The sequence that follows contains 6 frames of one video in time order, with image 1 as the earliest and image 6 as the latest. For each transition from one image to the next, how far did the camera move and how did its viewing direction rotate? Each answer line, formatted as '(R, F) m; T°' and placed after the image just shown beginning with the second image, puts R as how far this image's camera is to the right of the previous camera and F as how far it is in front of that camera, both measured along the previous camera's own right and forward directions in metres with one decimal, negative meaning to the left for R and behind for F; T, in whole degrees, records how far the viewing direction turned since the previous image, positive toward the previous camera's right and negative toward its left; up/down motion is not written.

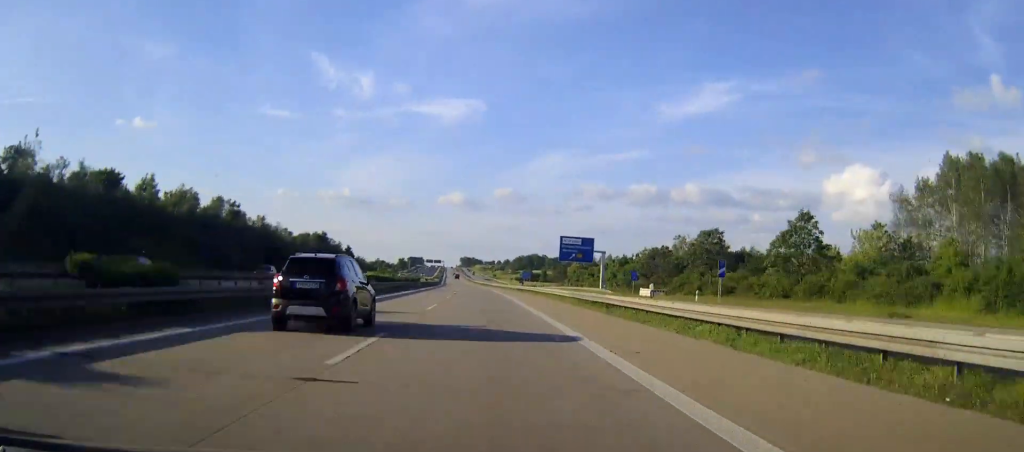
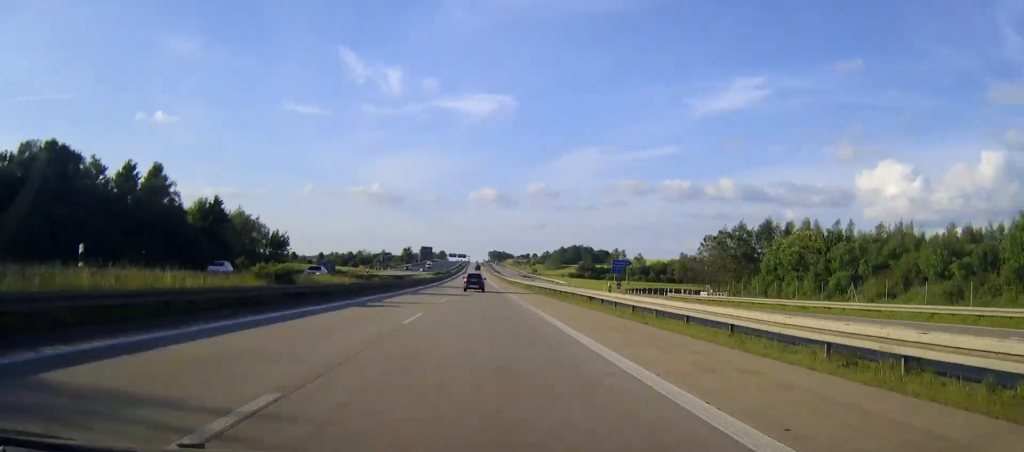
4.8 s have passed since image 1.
(-2.6, +133.6) m; -2°
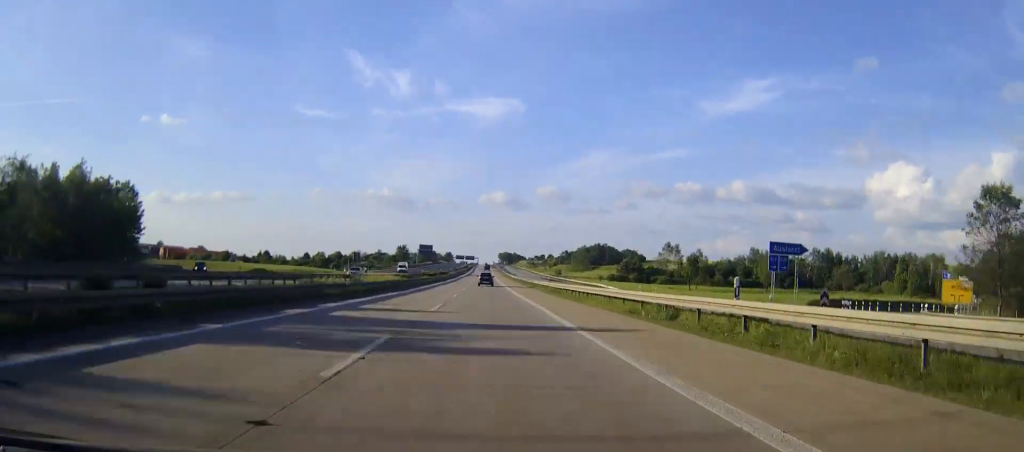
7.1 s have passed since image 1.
(-0.3, +63.8) m; 0°
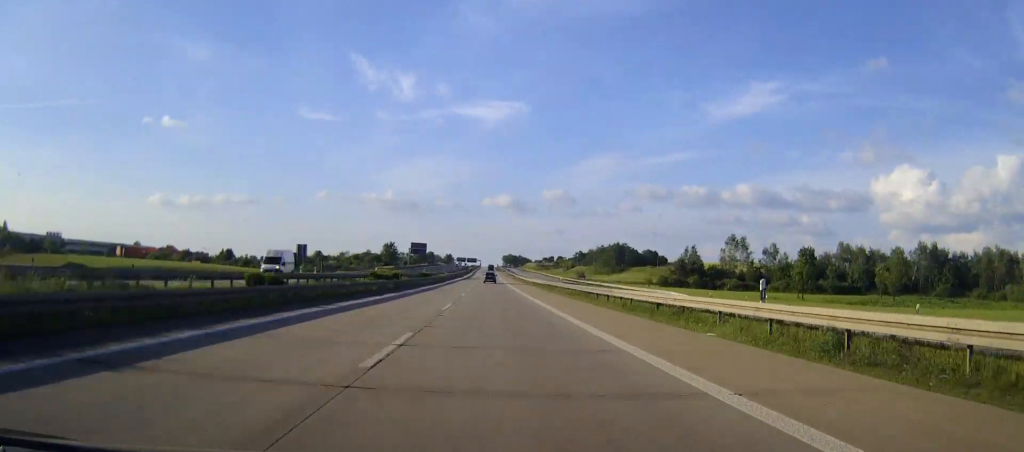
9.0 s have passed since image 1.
(-0.1, +52.6) m; 0°
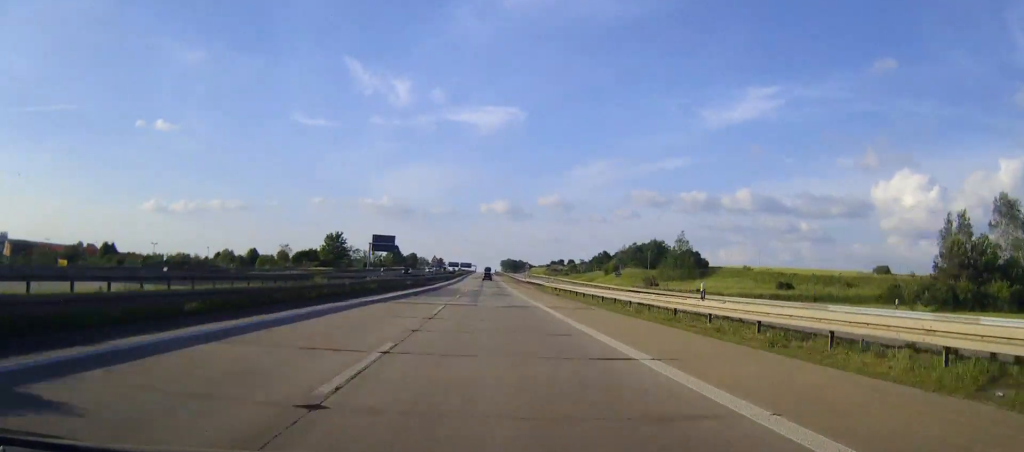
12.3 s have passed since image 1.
(+0.1, +91.1) m; 0°
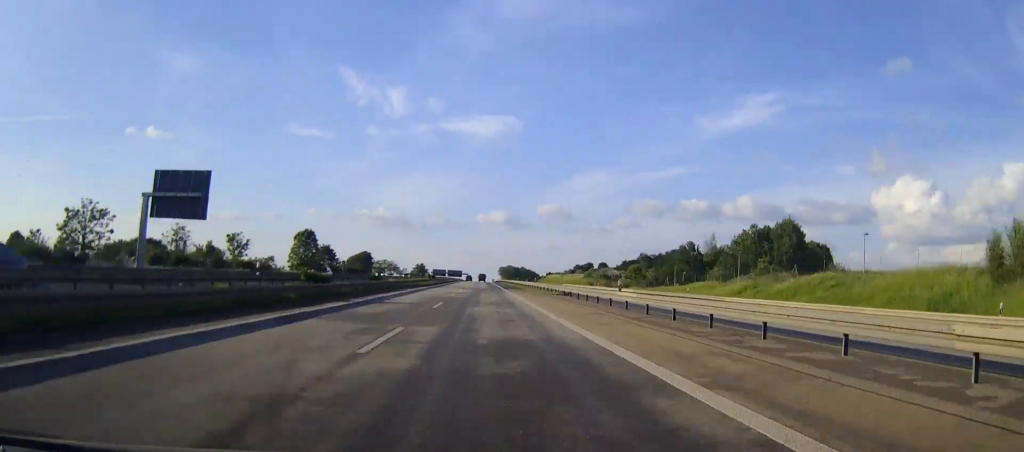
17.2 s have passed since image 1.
(-0.1, +135.1) m; 0°
